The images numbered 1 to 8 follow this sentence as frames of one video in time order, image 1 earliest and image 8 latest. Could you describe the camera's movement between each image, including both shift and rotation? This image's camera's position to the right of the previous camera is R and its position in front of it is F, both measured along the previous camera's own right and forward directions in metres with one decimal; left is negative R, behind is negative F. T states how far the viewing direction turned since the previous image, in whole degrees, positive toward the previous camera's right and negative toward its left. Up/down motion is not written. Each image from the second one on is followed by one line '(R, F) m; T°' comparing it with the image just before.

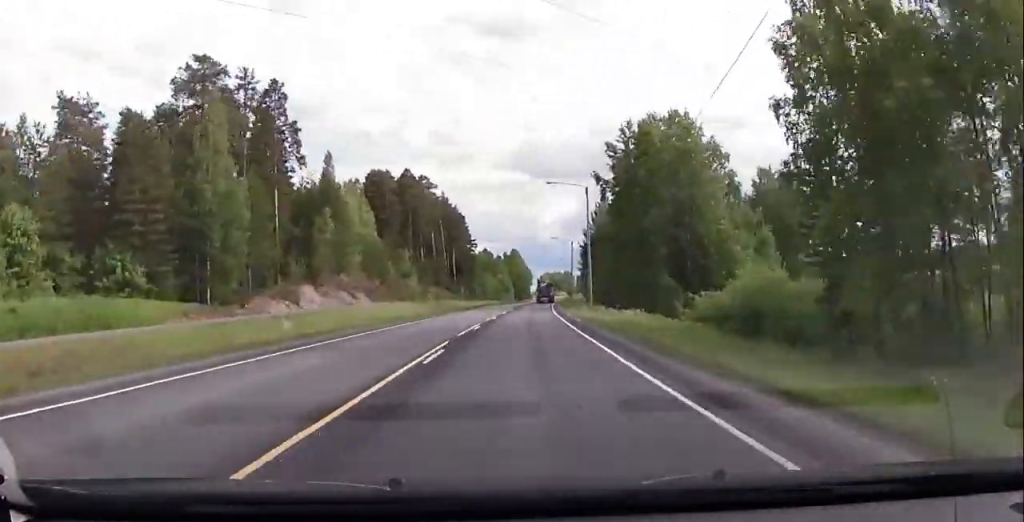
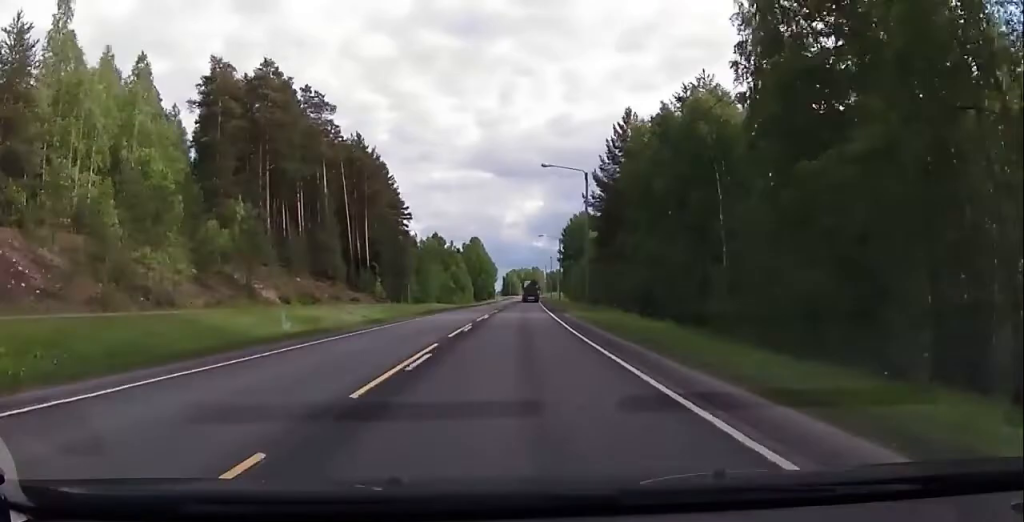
(+1.4, +57.8) m; +1°
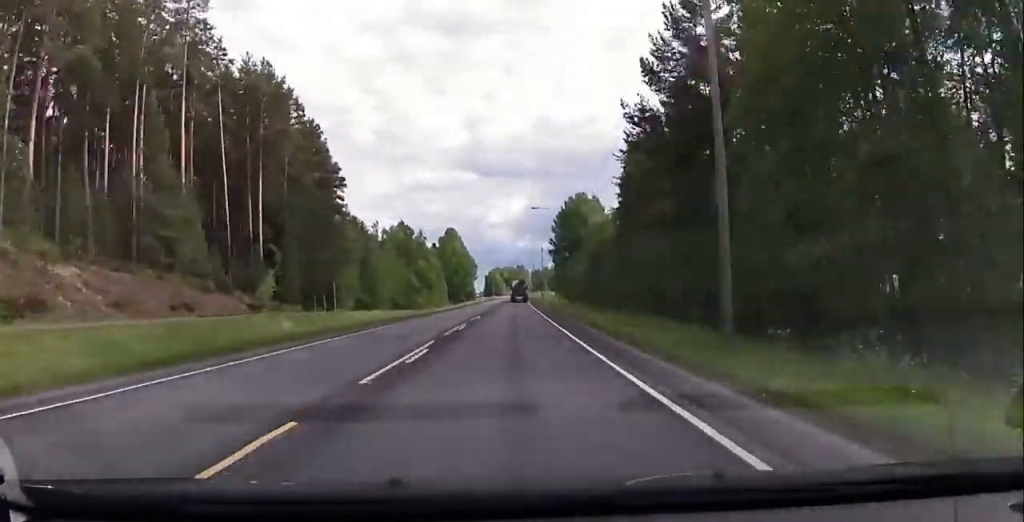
(-0.1, +31.3) m; 0°
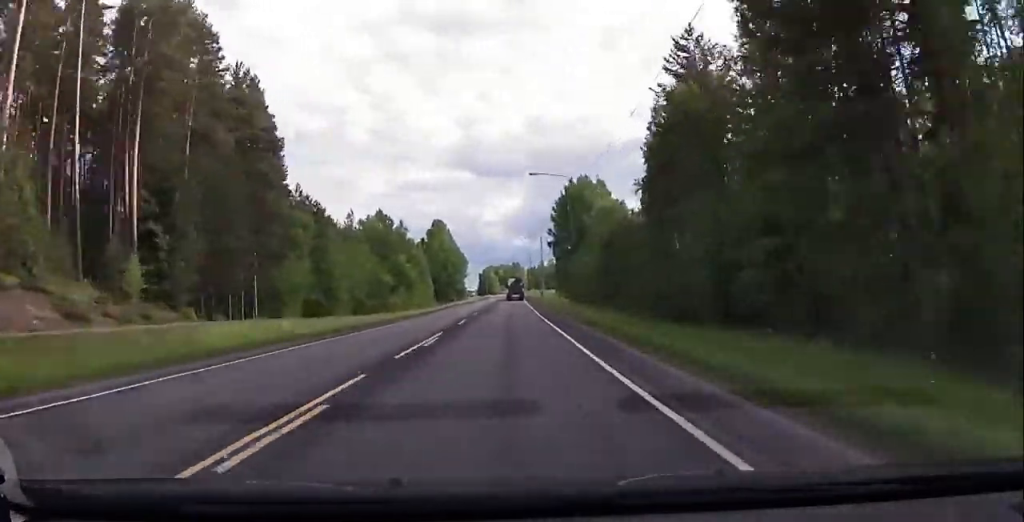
(-0.9, +17.8) m; +1°
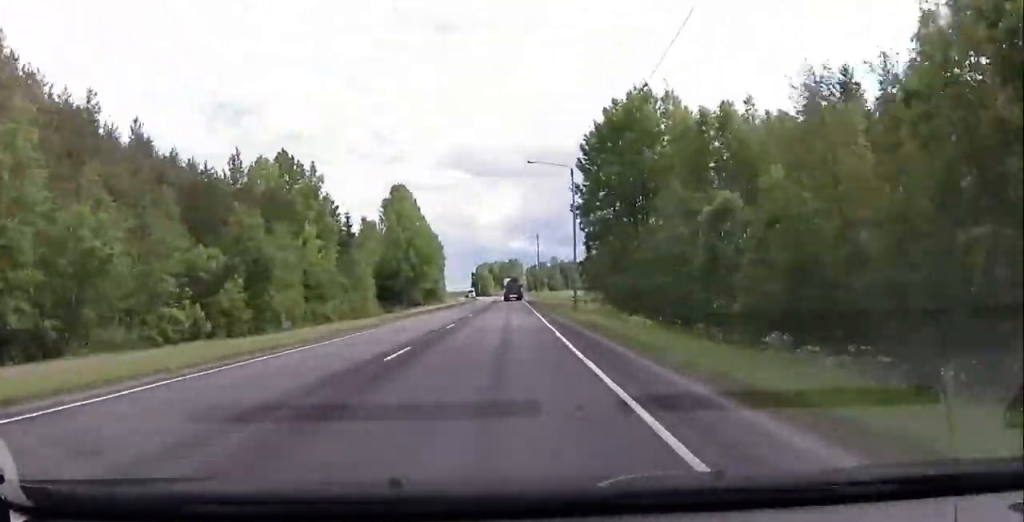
(+2.5, +60.1) m; +5°
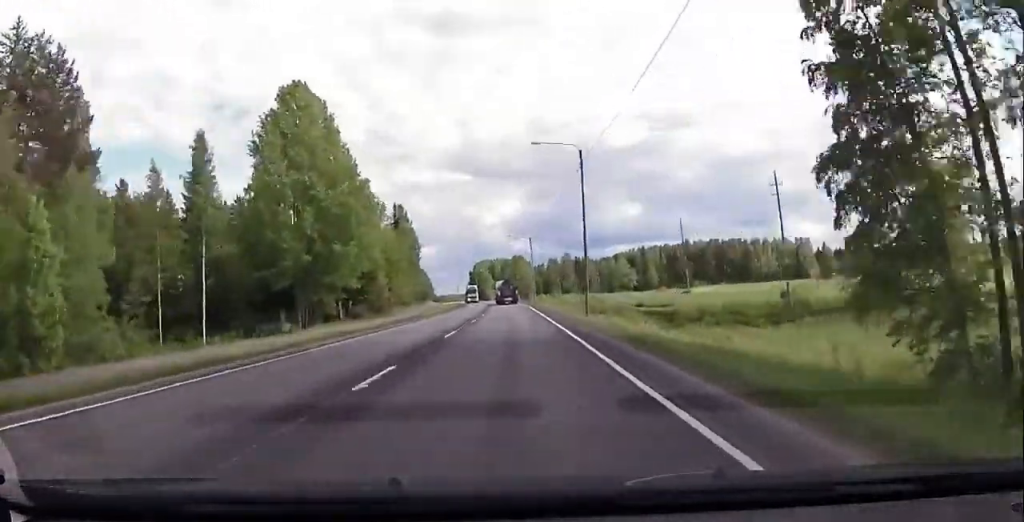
(+0.8, +69.3) m; -1°
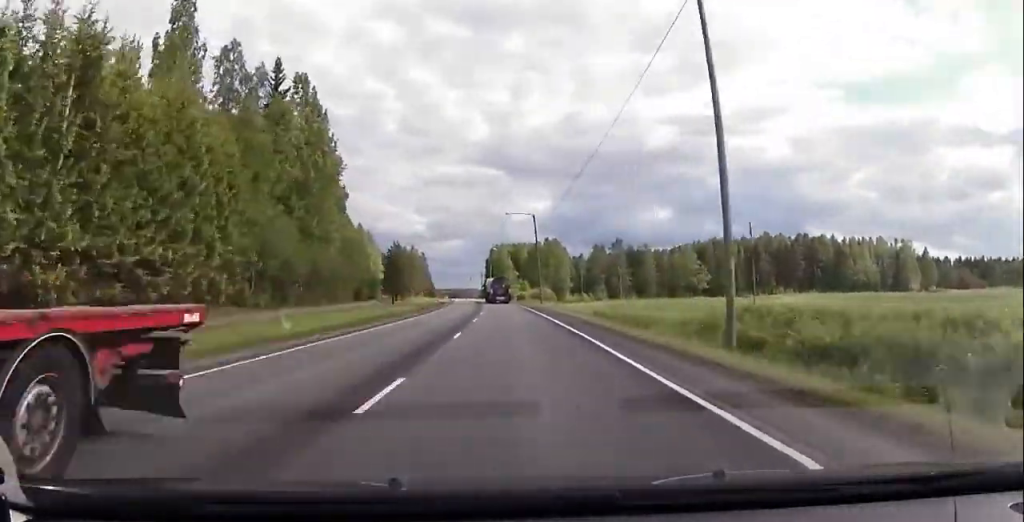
(-3.7, +90.9) m; -5°
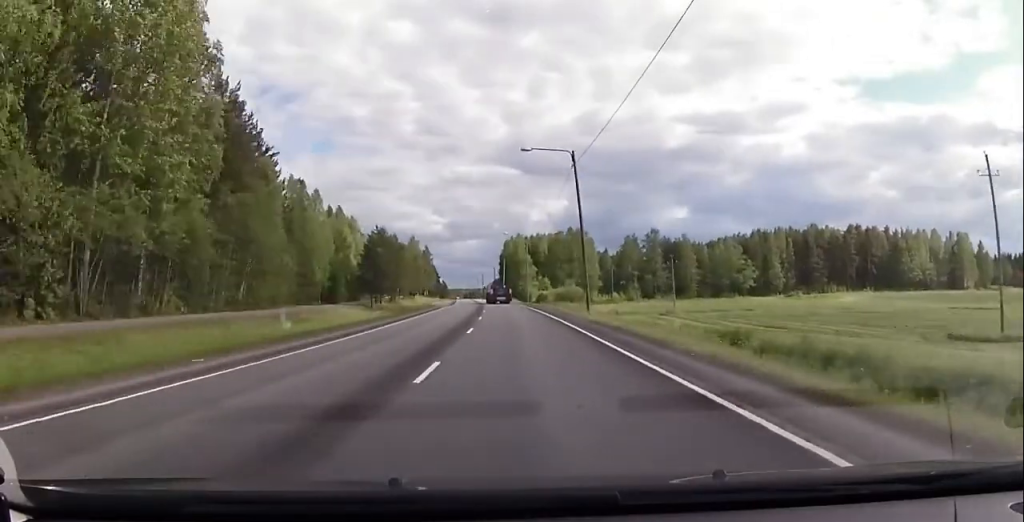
(-0.7, +34.3) m; -1°
